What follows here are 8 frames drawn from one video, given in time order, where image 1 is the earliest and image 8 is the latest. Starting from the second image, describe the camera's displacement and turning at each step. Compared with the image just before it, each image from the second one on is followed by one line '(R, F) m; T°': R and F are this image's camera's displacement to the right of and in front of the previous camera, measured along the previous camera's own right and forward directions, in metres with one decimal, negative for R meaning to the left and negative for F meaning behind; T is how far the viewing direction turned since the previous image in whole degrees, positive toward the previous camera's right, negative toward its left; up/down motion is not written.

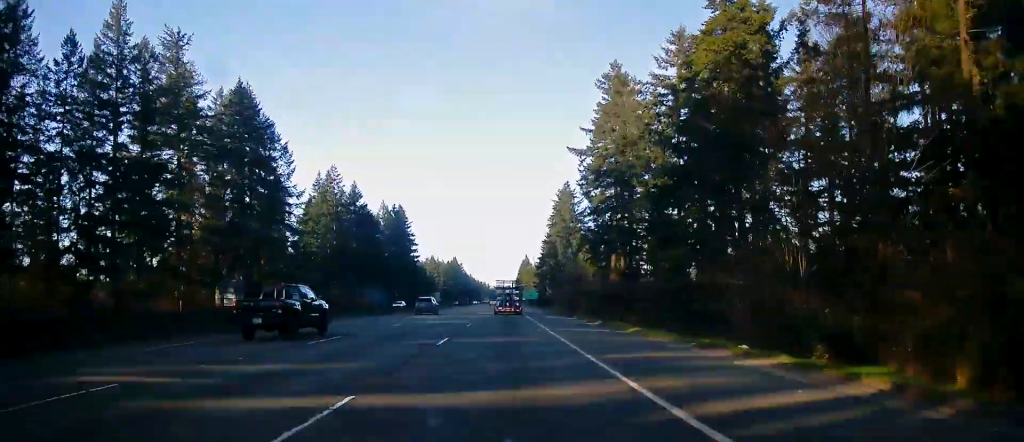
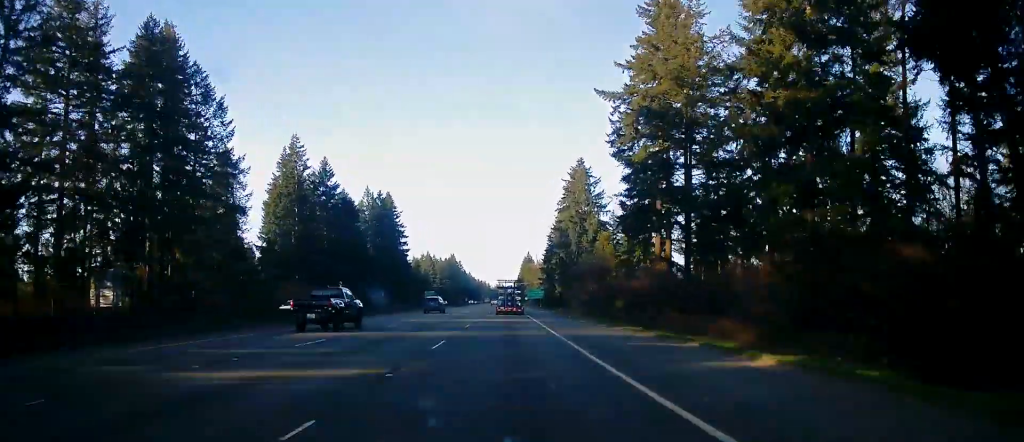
(-0.1, +25.9) m; 0°
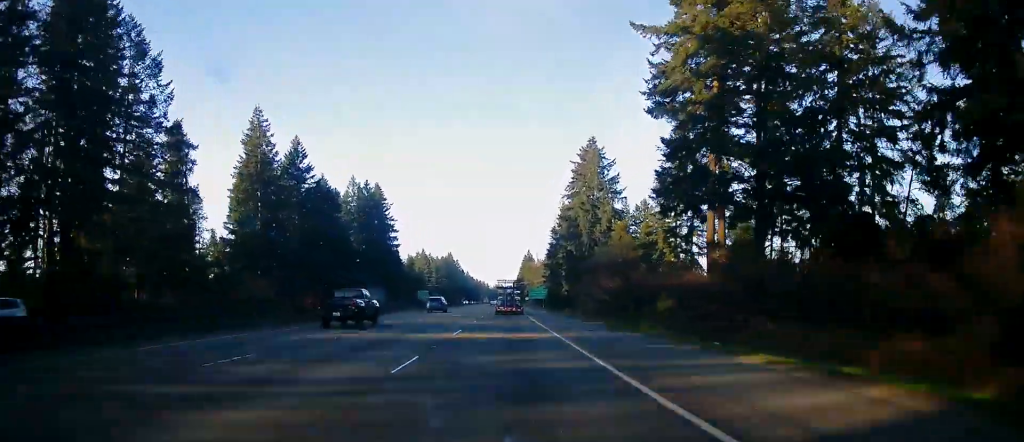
(-0.2, +17.3) m; 0°
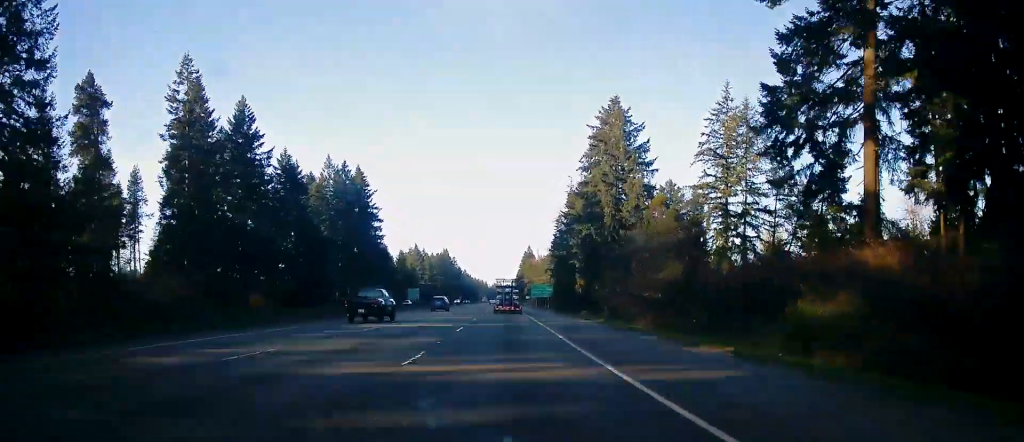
(+0.3, +23.2) m; +1°
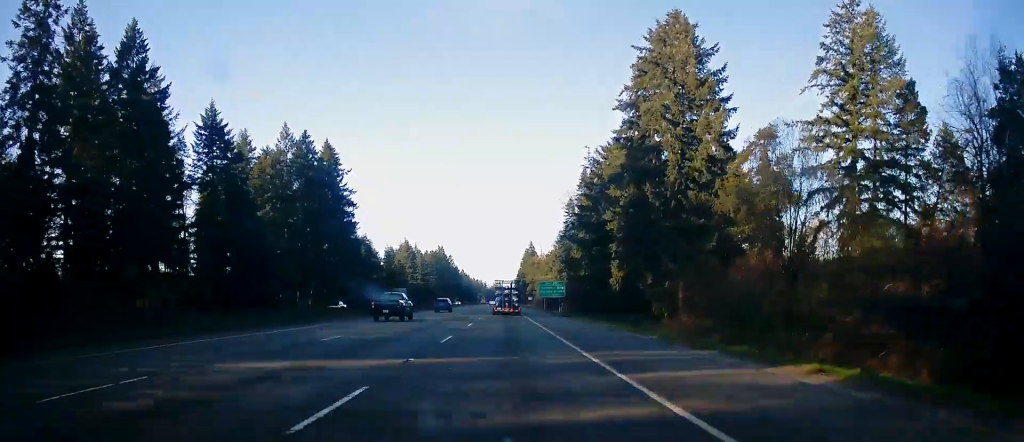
(+0.1, +30.1) m; 0°
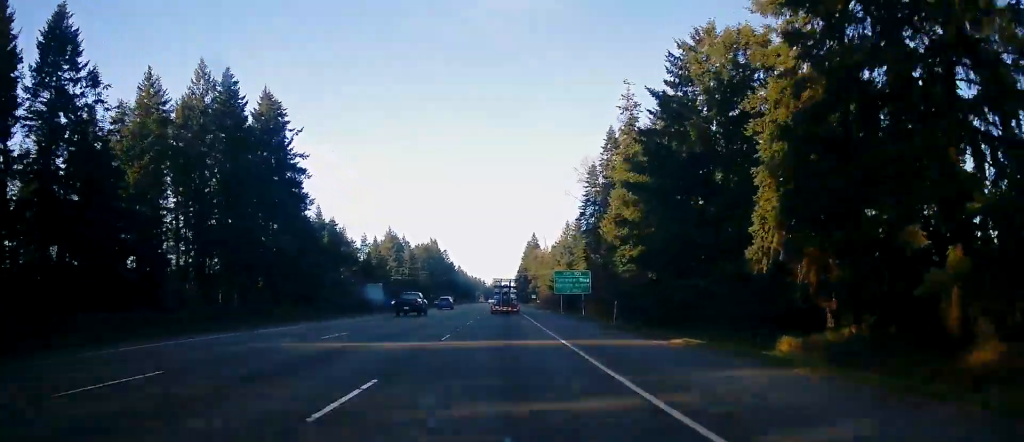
(-0.2, +36.0) m; 0°
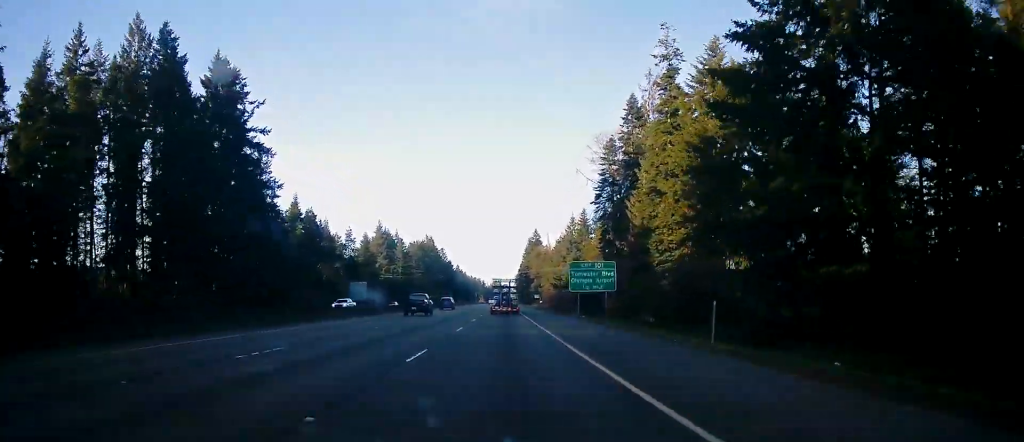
(0.0, +18.3) m; 0°
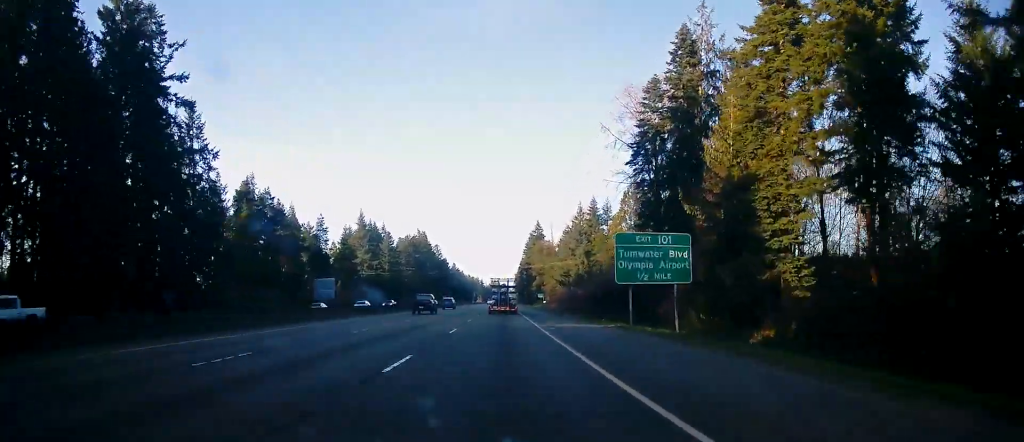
(0.0, +25.9) m; 0°
